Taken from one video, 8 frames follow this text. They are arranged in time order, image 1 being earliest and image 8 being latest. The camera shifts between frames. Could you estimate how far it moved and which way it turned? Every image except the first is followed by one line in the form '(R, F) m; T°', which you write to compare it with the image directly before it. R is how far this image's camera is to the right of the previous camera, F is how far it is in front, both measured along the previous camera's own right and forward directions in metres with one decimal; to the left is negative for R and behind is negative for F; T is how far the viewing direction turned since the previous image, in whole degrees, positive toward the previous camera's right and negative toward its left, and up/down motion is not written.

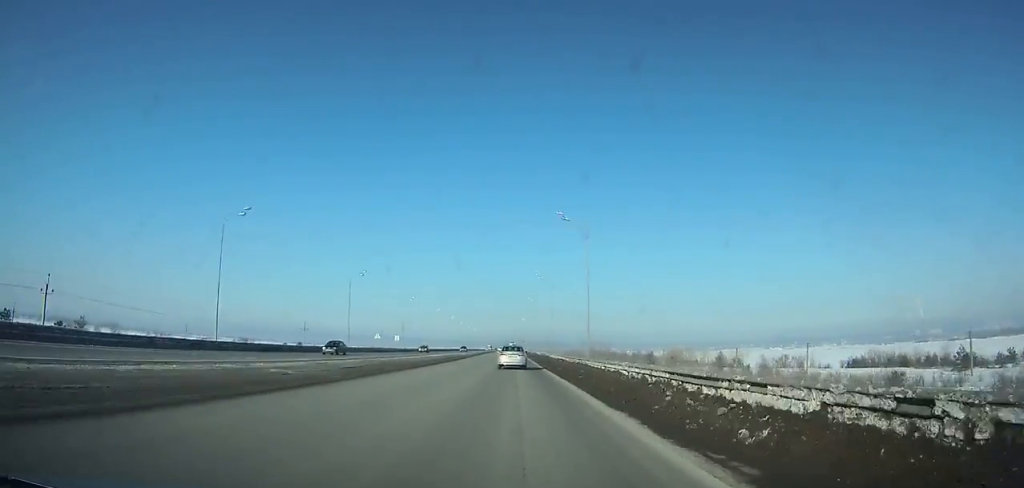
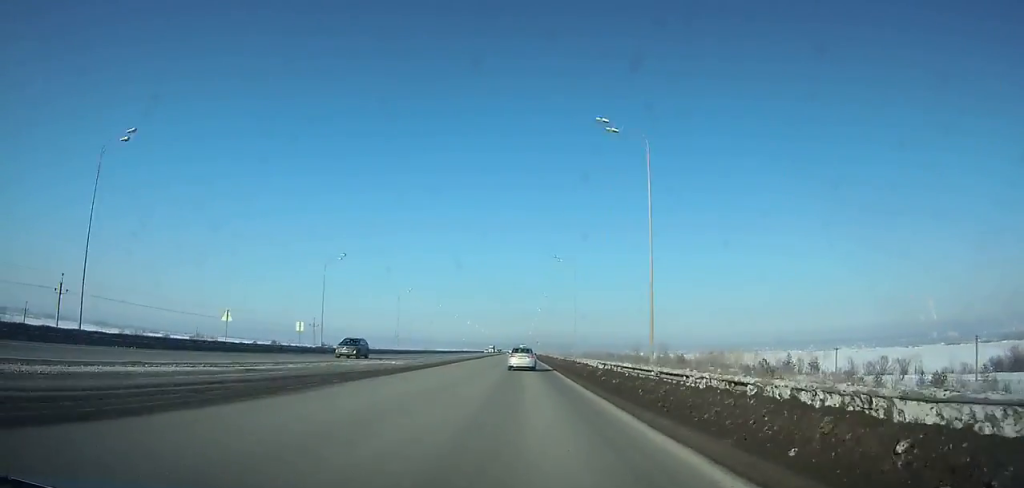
(-0.2, +59.9) m; 0°
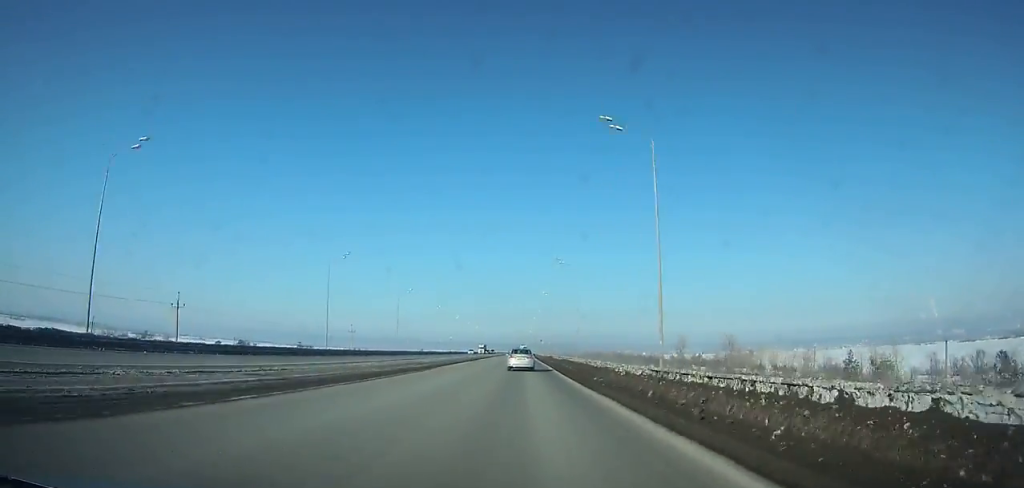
(-0.1, +41.5) m; 0°
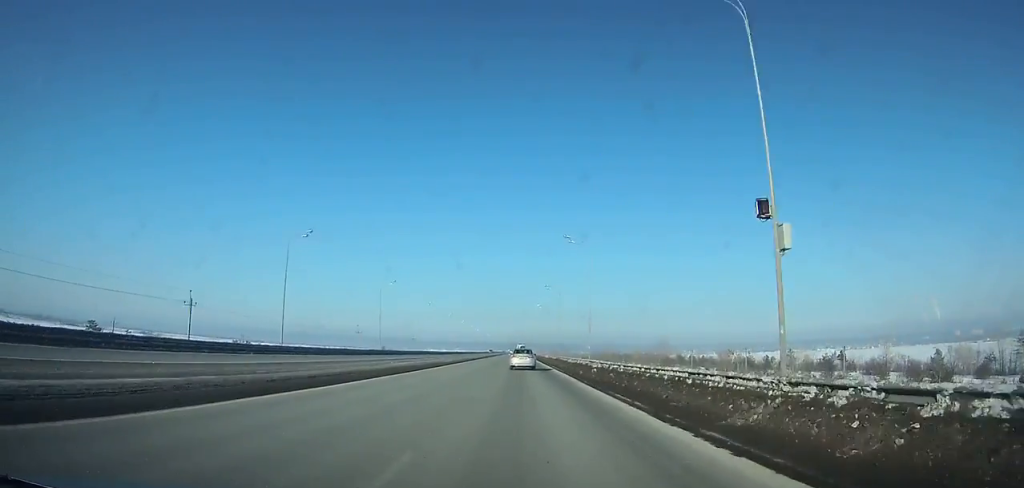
(+0.4, +176.7) m; 0°
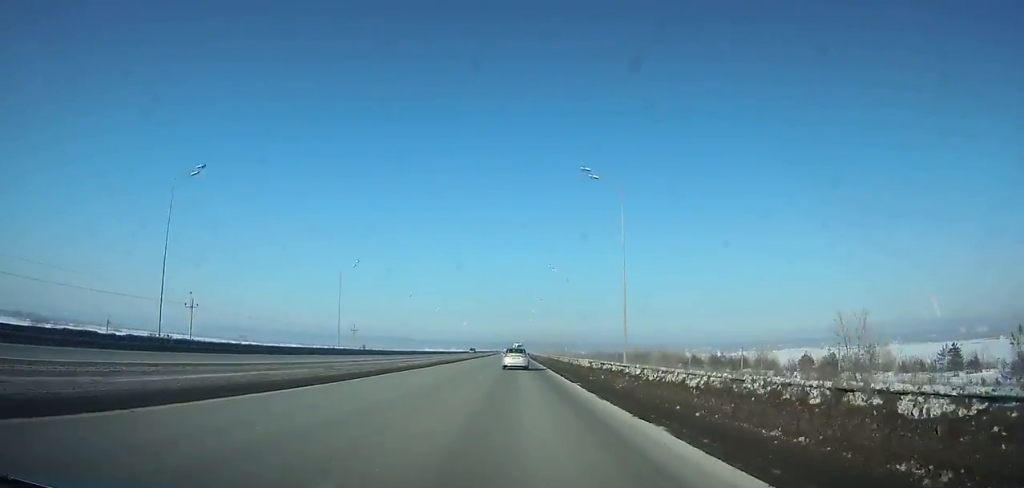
(+0.1, +60.5) m; 0°
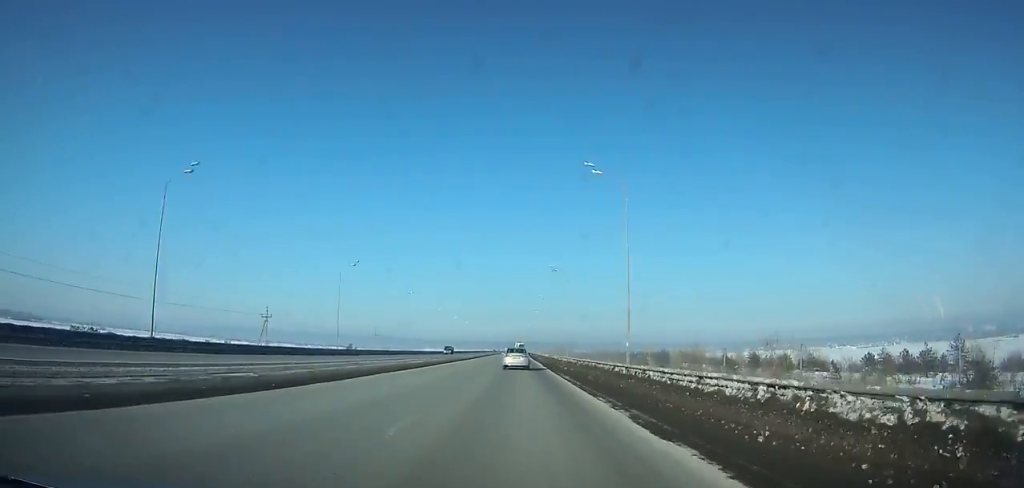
(-0.1, +41.8) m; 0°
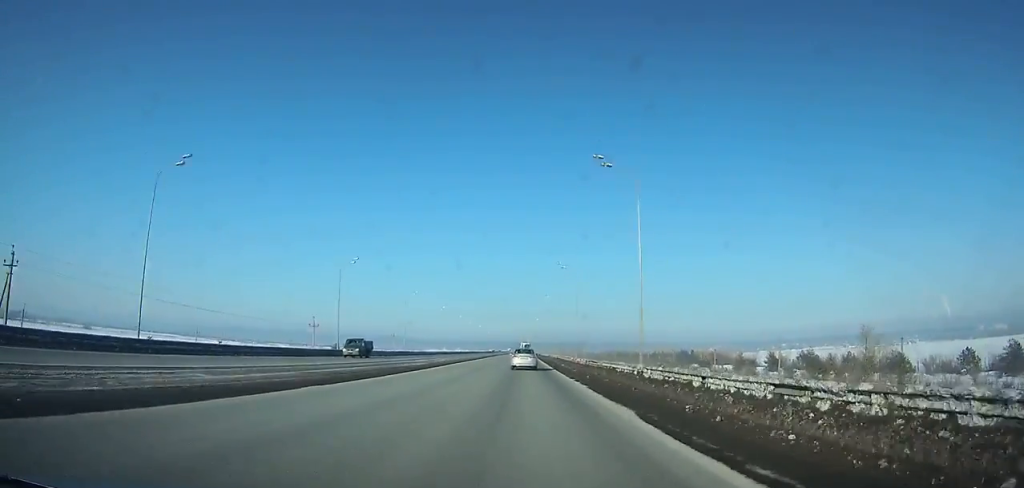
(-0.1, +44.2) m; 0°
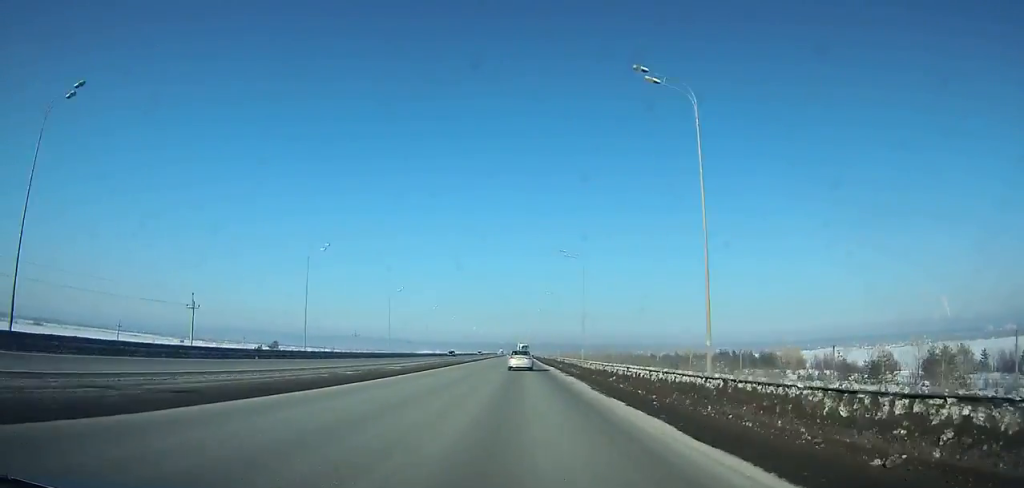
(+0.1, +93.2) m; 0°
